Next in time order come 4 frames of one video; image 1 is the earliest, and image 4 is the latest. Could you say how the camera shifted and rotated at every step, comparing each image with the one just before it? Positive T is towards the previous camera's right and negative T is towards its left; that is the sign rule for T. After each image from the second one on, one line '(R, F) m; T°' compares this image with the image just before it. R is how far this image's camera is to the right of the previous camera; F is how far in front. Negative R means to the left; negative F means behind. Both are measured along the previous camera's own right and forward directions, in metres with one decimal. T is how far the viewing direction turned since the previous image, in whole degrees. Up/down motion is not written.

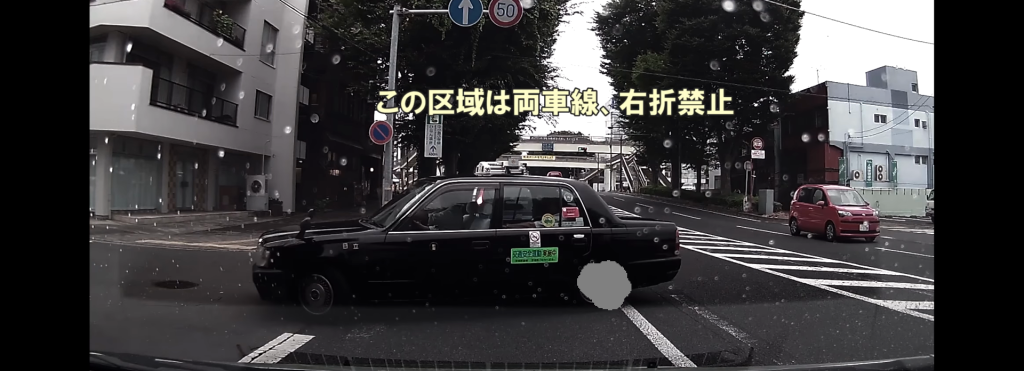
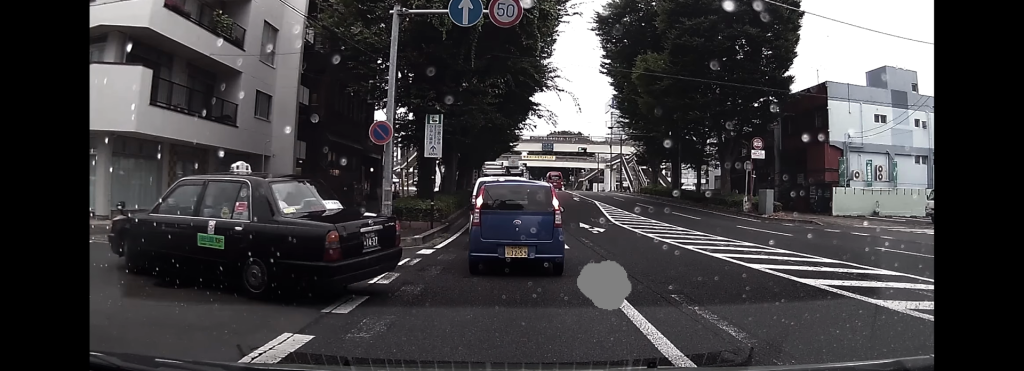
(0.0, 0.0) m; 0°
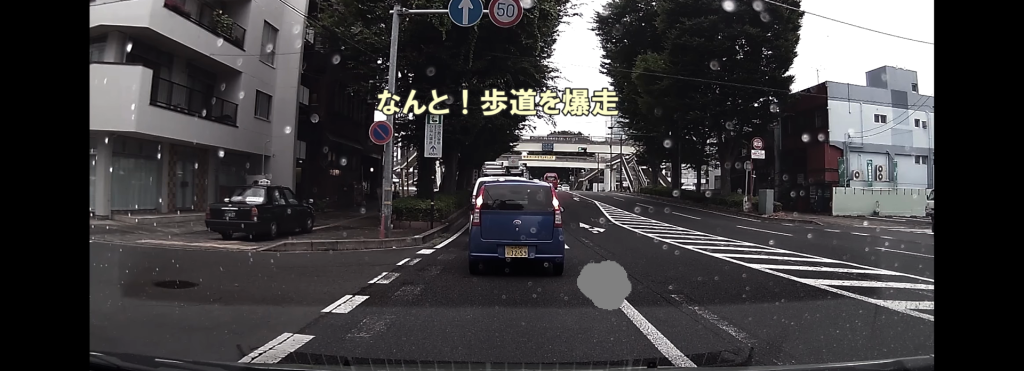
(0.0, 0.0) m; 0°
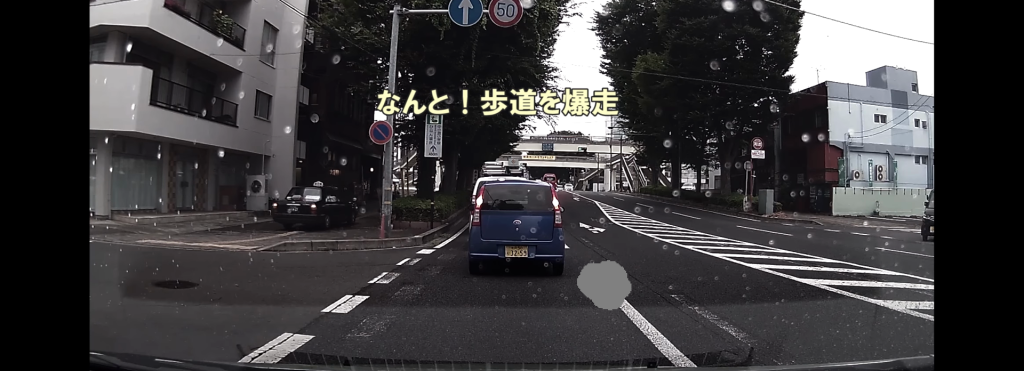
(0.0, 0.0) m; 0°
